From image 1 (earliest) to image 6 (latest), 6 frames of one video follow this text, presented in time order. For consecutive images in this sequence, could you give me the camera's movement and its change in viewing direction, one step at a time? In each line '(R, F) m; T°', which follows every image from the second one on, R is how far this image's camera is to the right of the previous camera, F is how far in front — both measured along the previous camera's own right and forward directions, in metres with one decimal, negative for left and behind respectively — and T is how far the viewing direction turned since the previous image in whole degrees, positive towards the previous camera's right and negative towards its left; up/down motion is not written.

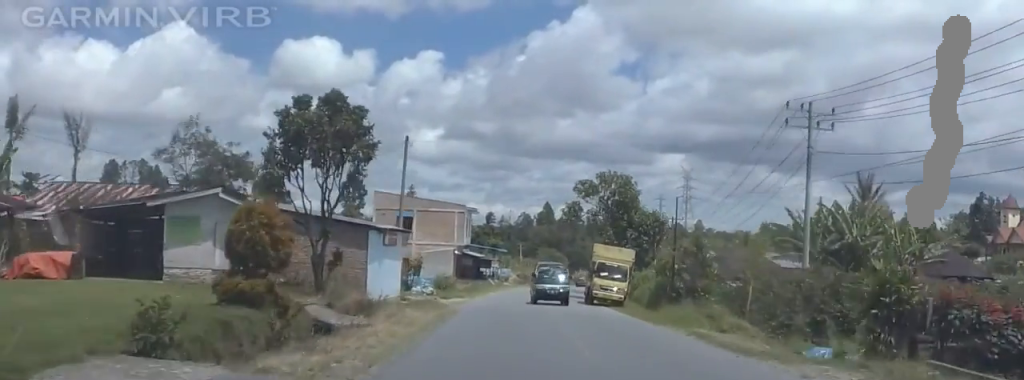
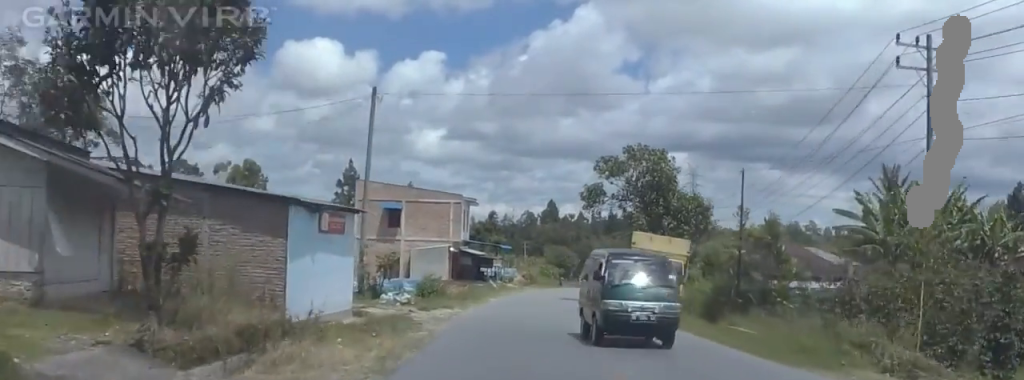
(-0.1, +12.4) m; +2°
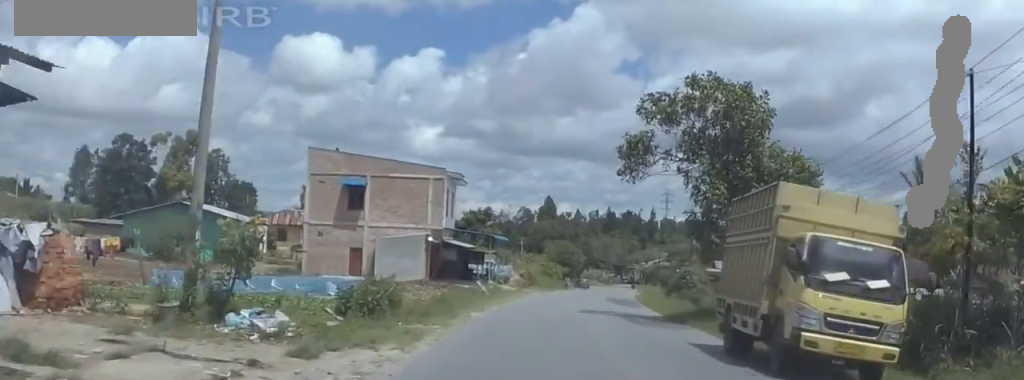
(+0.5, +17.2) m; 0°
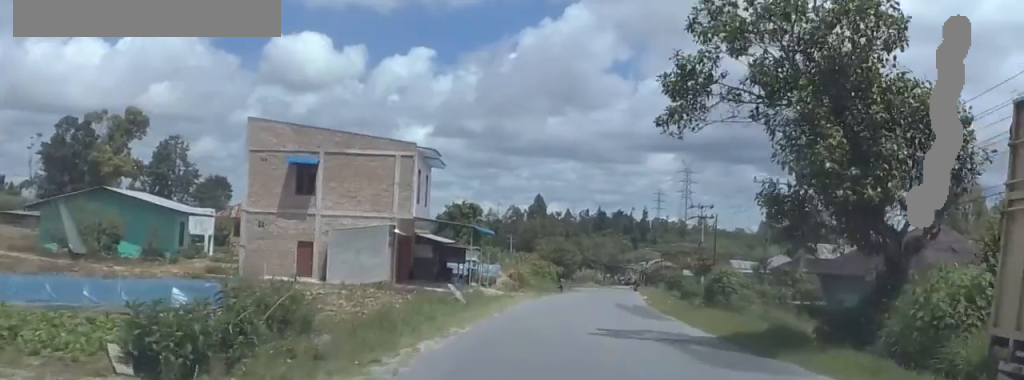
(-0.4, +11.2) m; -2°
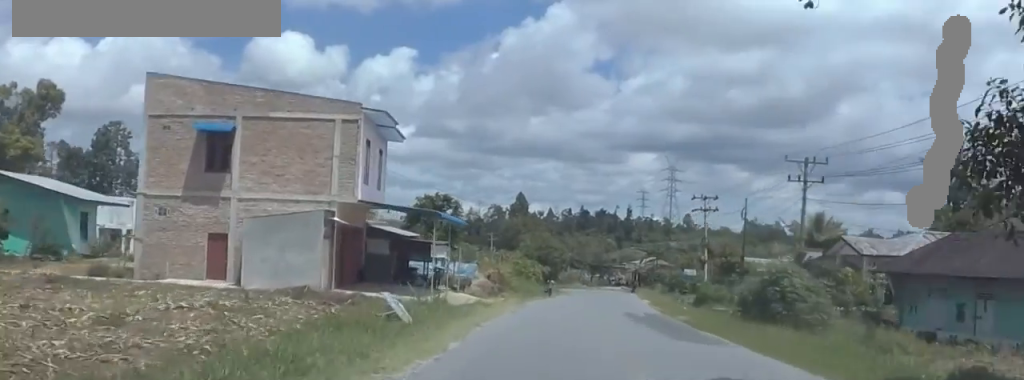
(-0.1, +11.1) m; +1°
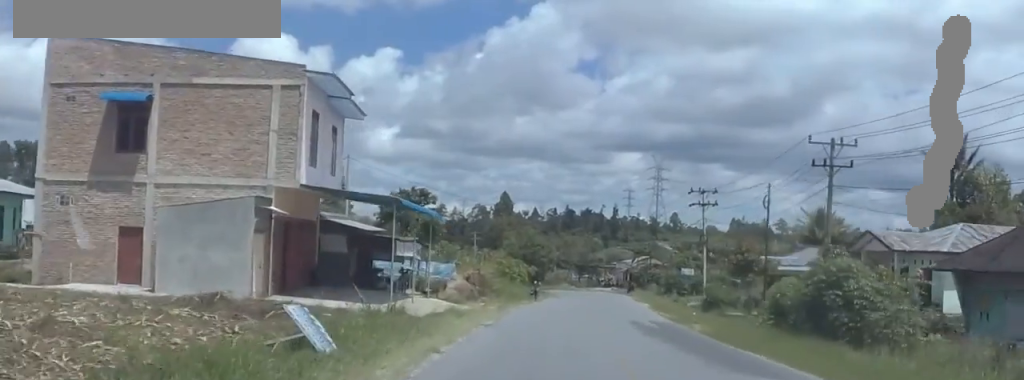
(-0.1, +6.8) m; +1°
